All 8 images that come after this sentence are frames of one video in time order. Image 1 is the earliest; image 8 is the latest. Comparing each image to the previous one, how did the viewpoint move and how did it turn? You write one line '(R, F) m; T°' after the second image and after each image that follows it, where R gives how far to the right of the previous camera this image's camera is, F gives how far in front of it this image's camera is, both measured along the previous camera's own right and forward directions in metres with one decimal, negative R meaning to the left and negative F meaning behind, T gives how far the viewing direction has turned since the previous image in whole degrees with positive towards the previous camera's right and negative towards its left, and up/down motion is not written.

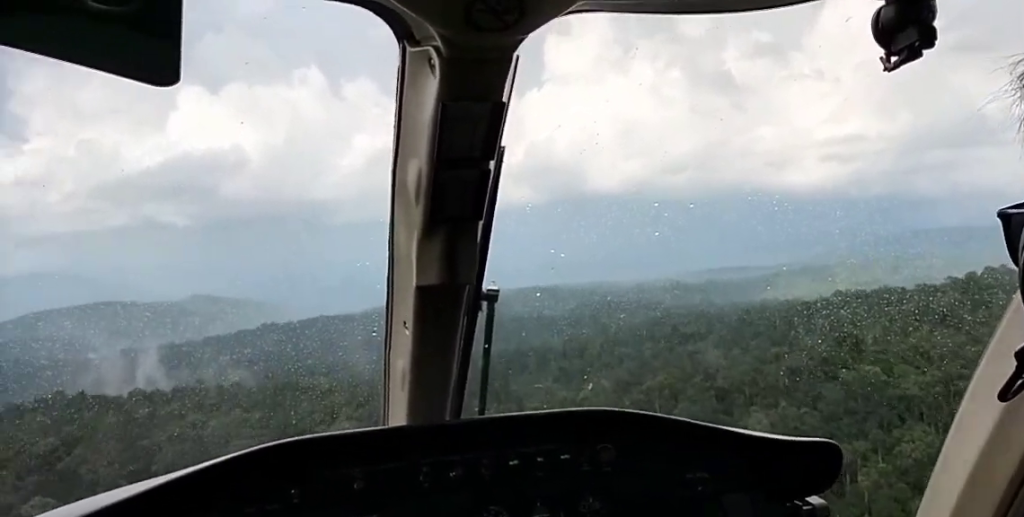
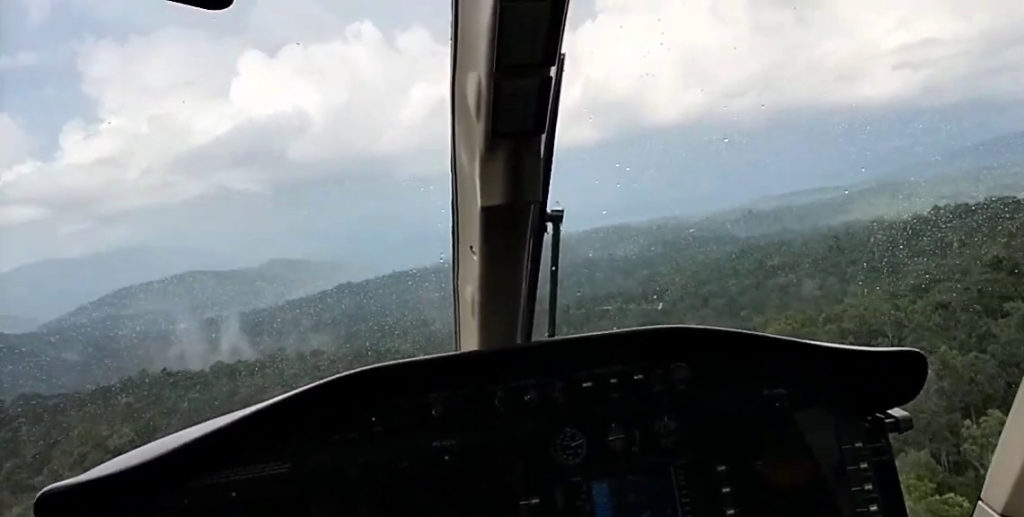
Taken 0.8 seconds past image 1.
(+0.2, +25.7) m; 0°
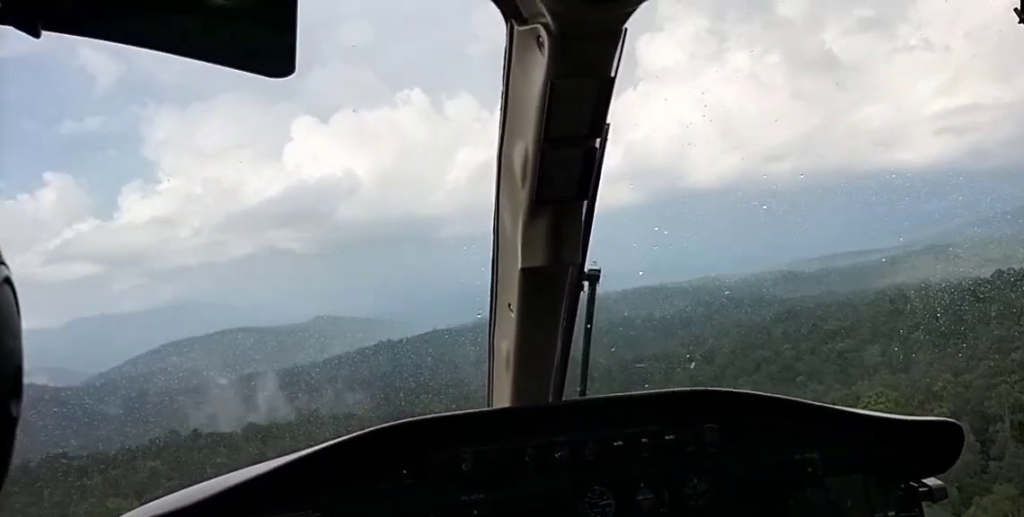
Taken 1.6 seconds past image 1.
(-0.5, +22.7) m; 0°
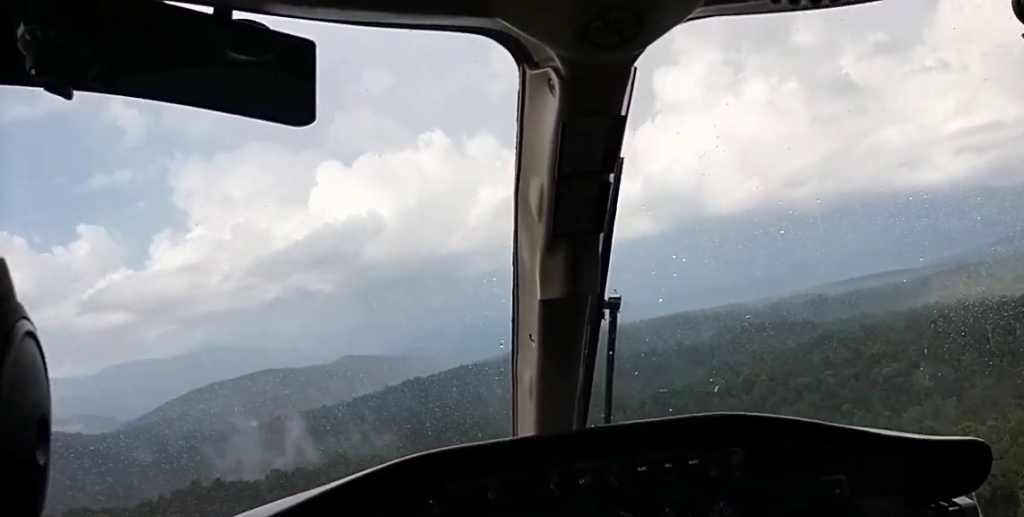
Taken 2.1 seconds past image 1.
(+0.3, +18.0) m; +1°
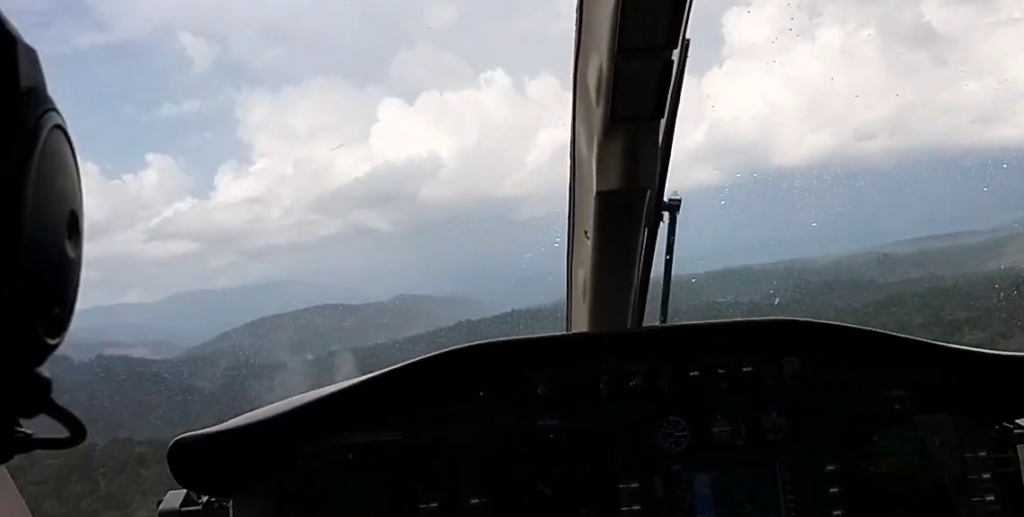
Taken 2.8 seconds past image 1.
(+0.3, +22.1) m; +1°
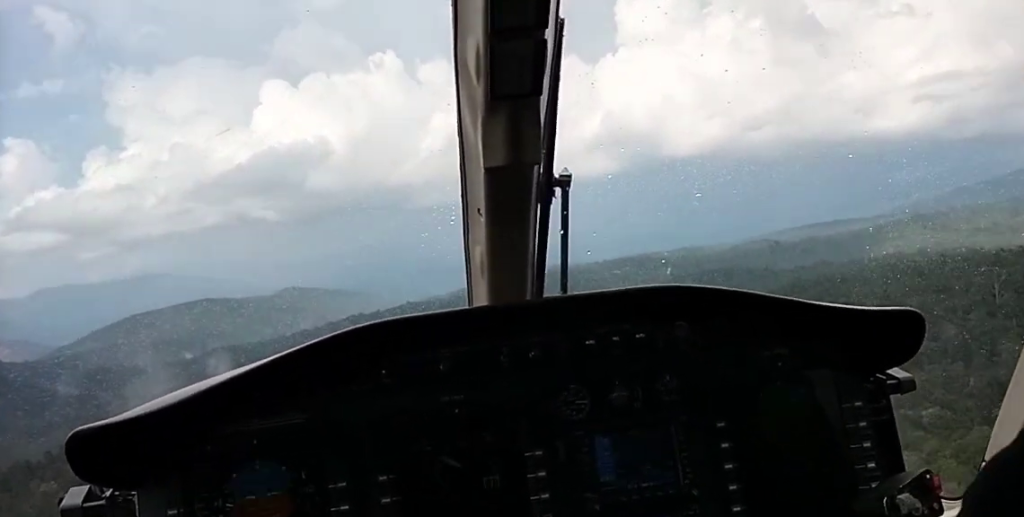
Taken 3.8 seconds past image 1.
(+0.1, +33.2) m; 0°
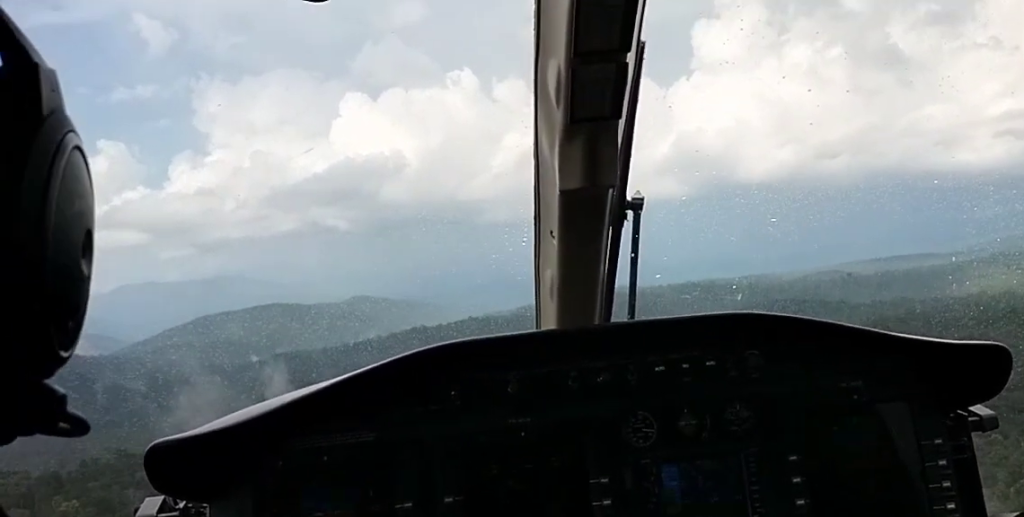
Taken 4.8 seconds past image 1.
(0.0, +32.6) m; 0°
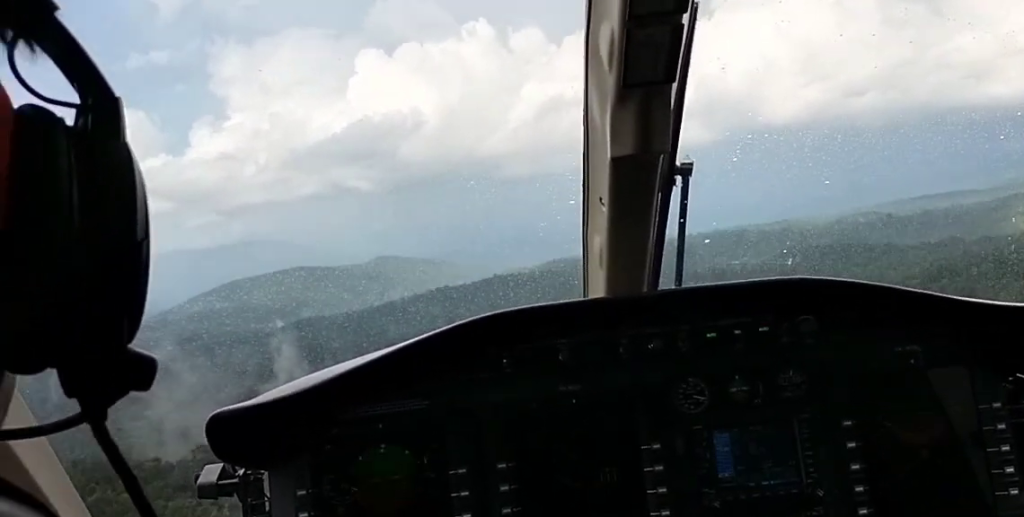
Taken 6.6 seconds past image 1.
(+0.7, +65.0) m; -1°
